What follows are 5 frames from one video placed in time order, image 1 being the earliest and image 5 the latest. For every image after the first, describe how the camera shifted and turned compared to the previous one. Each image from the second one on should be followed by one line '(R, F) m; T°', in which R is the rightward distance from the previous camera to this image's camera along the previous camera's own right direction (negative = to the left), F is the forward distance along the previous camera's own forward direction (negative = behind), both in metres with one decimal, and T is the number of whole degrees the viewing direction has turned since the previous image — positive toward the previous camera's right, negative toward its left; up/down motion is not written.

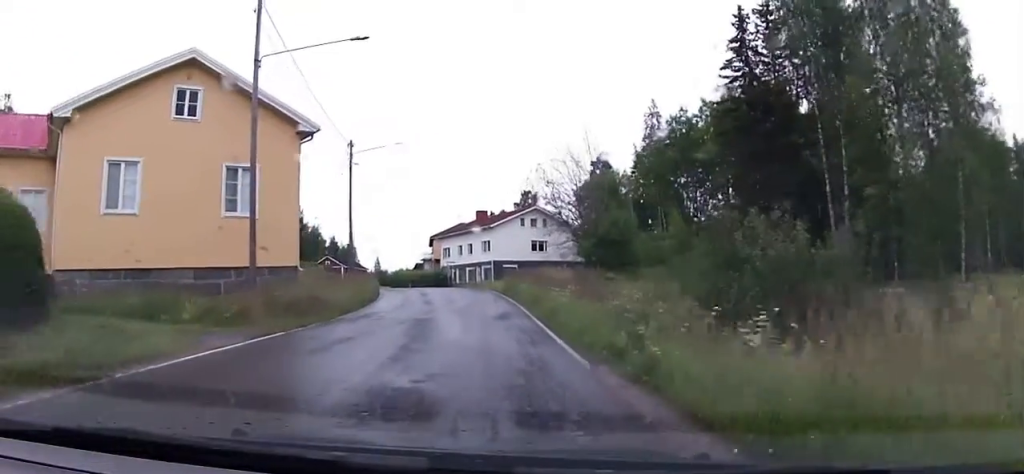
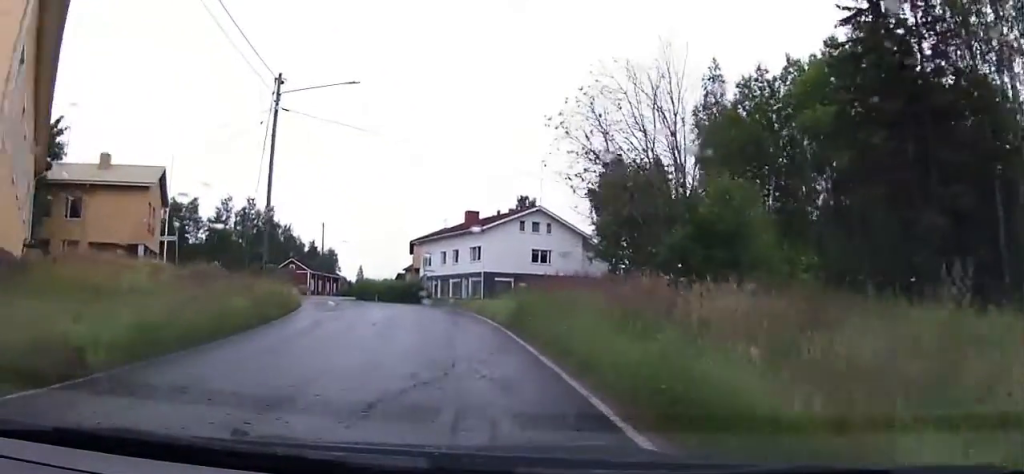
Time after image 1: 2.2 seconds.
(+0.7, +15.0) m; +1°
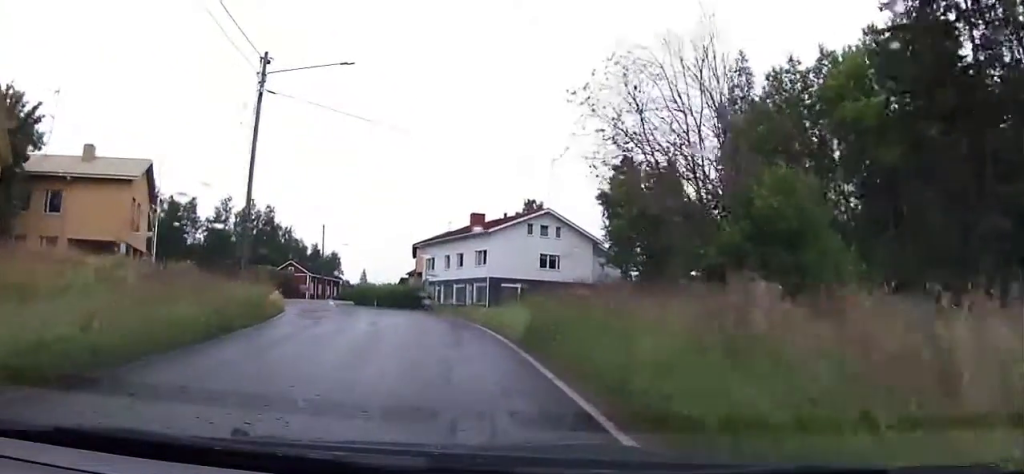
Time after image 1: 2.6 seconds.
(-0.1, +3.1) m; -2°
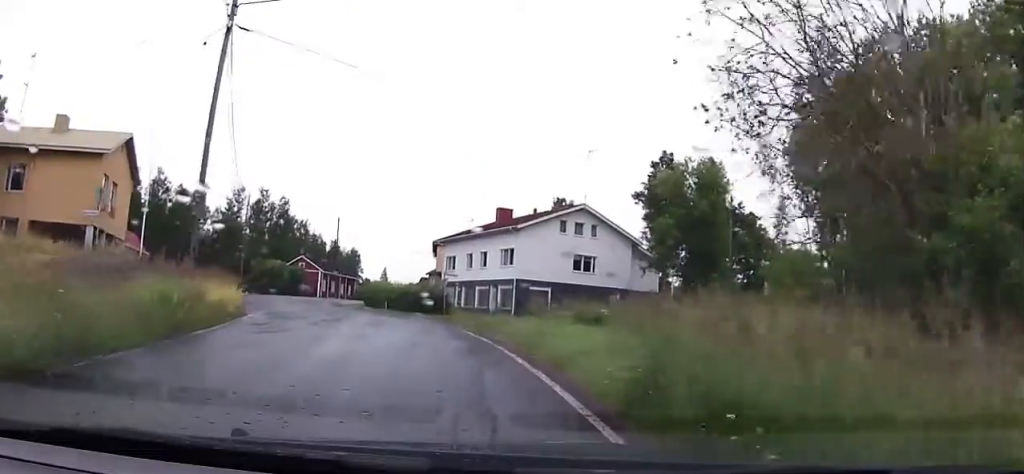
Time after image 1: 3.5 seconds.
(0.0, +6.6) m; 0°
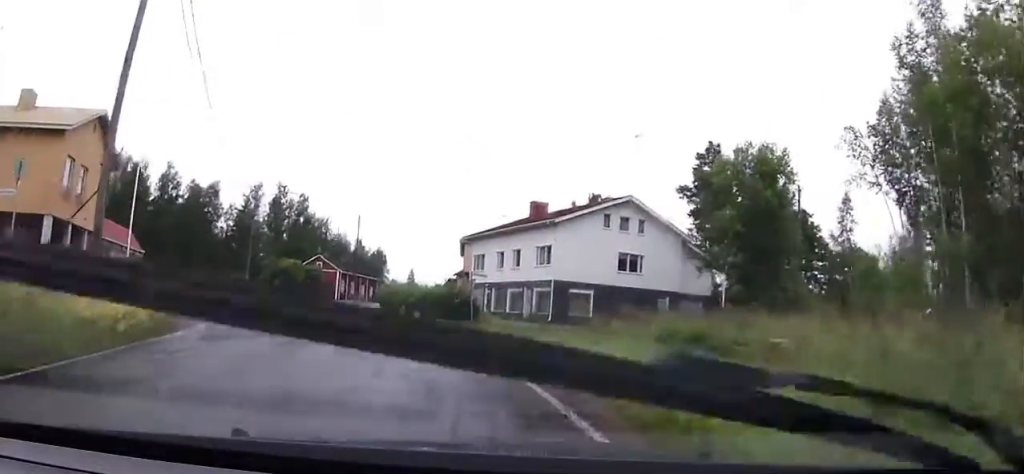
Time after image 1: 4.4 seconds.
(0.0, +6.7) m; 0°
